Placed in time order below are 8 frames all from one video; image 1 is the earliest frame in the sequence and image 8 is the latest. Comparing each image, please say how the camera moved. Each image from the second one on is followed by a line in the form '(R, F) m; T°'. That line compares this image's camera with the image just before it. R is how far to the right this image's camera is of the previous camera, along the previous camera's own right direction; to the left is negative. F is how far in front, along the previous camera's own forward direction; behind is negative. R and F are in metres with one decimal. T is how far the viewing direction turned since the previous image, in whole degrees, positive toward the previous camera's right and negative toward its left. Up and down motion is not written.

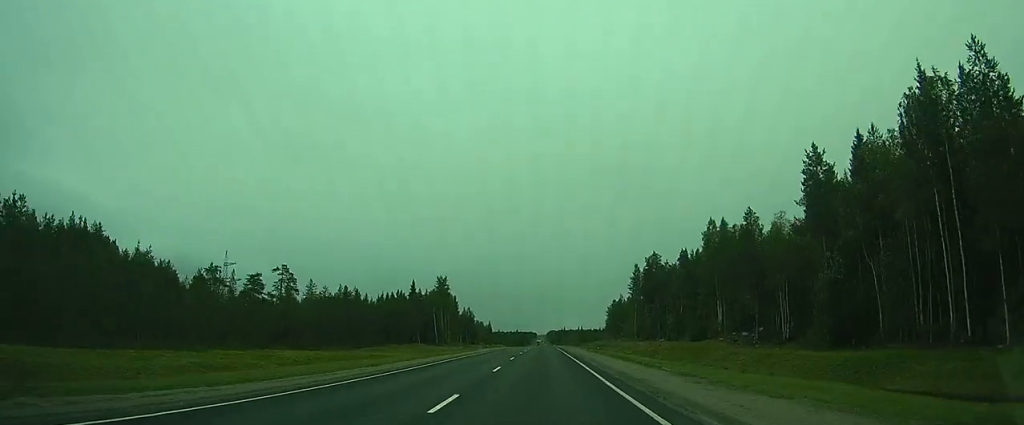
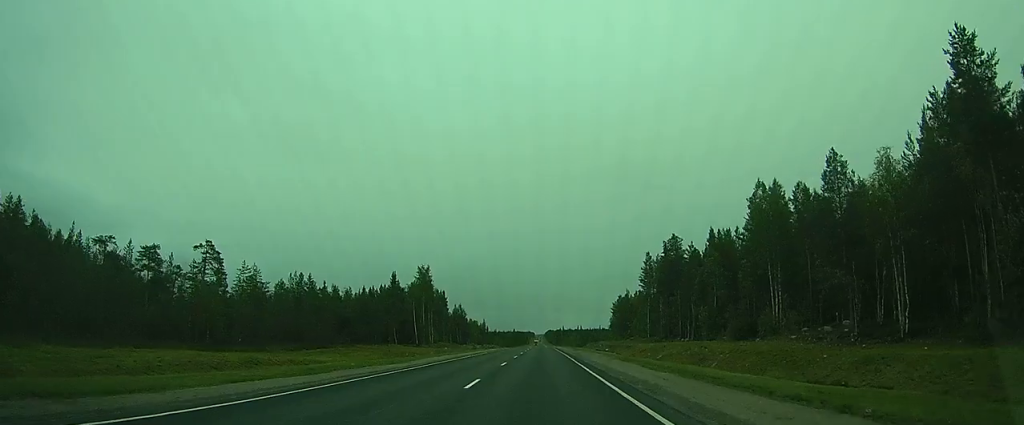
(0.0, +20.1) m; 0°
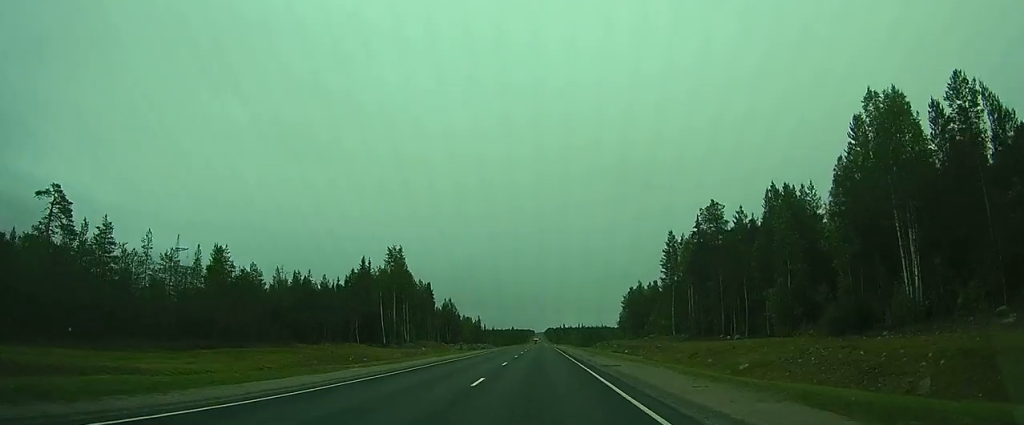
(+0.1, +24.1) m; 0°
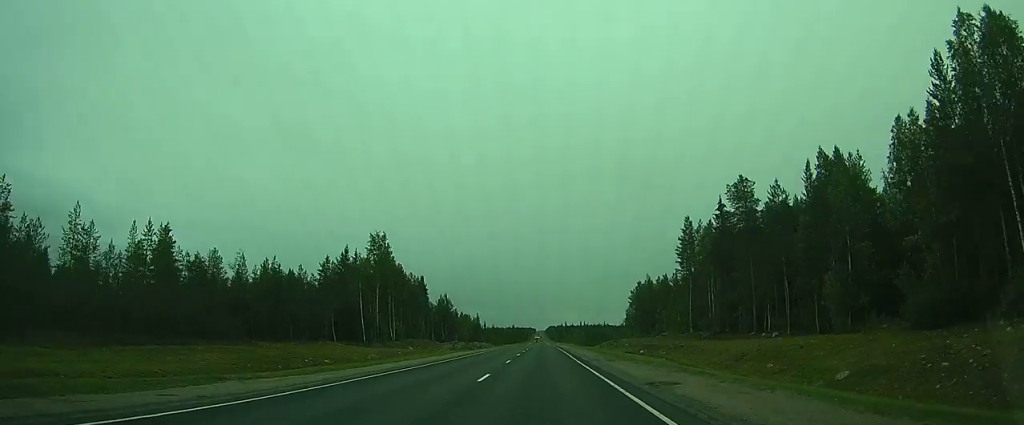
(0.0, +11.1) m; 0°
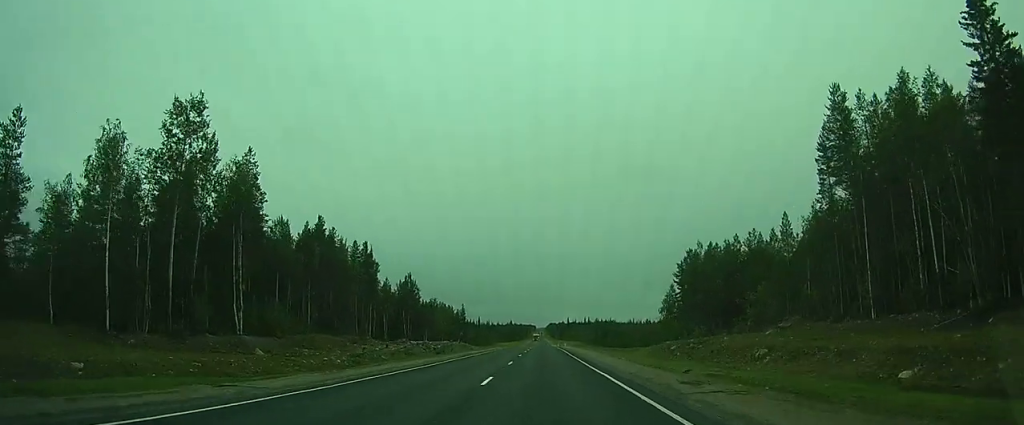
(-0.3, +49.5) m; 0°
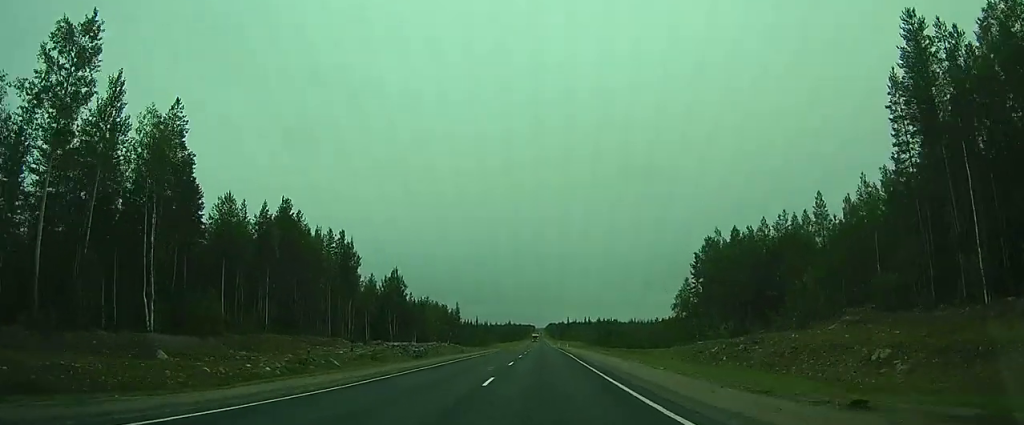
(0.0, +11.1) m; 0°
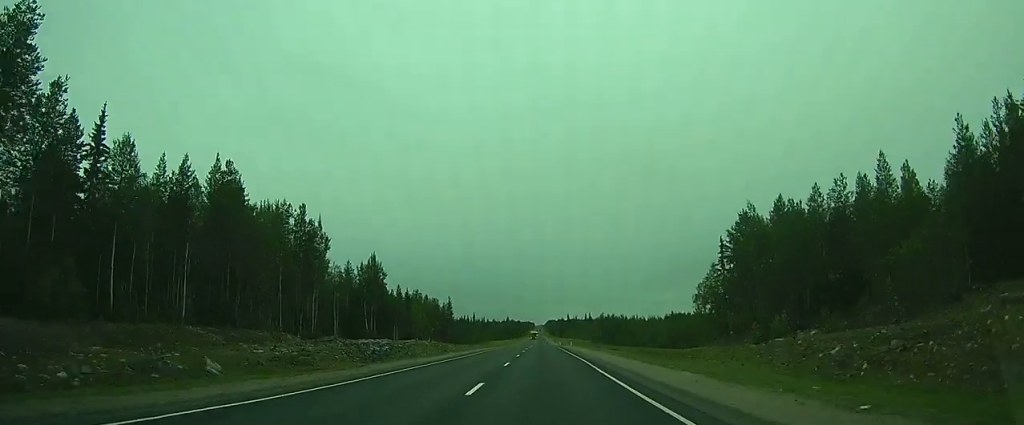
(0.0, +14.3) m; 0°
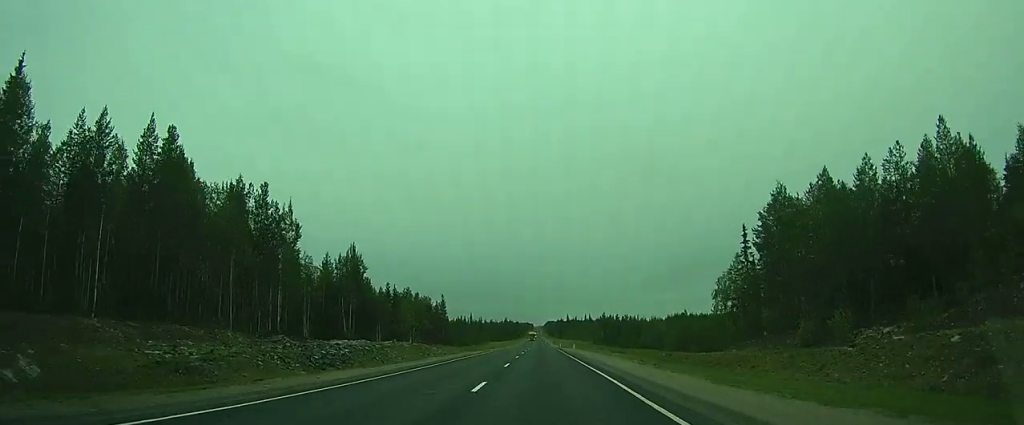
(0.0, +9.8) m; 0°
